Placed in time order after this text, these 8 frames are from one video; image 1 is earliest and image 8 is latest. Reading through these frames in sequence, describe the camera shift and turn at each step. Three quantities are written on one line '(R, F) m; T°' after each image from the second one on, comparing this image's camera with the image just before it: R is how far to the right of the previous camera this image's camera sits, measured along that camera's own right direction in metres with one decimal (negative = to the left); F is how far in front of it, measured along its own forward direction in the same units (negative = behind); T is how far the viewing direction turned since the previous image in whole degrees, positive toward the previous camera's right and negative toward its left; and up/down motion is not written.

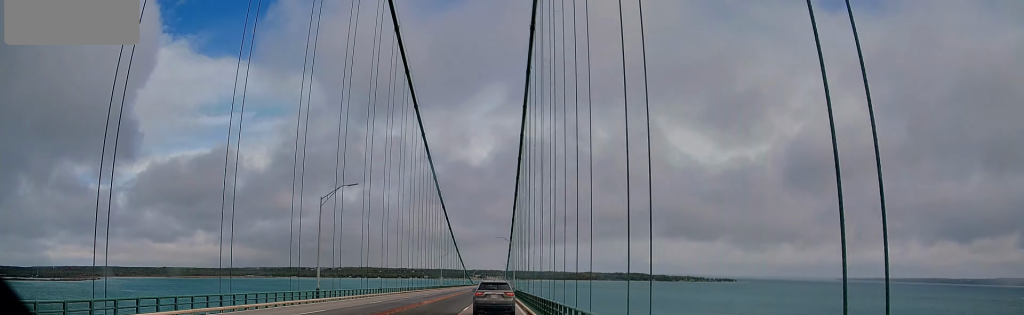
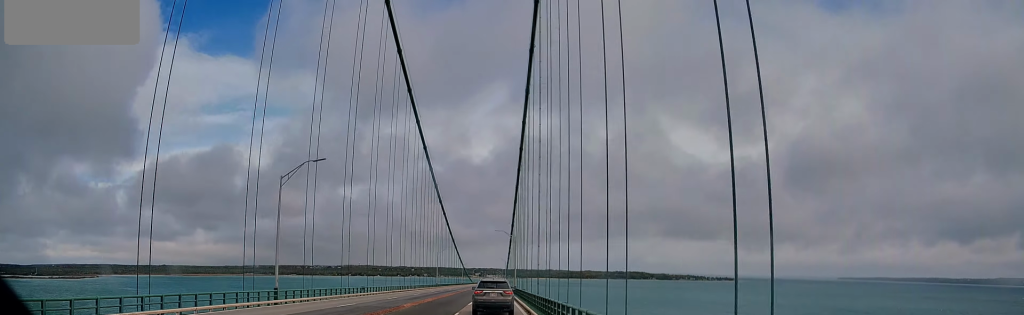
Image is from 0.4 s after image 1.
(+0.1, +7.6) m; 0°
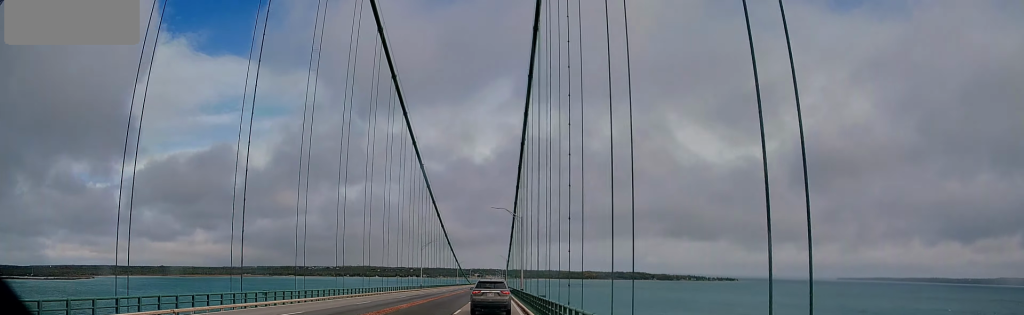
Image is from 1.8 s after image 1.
(-0.3, +24.4) m; -2°
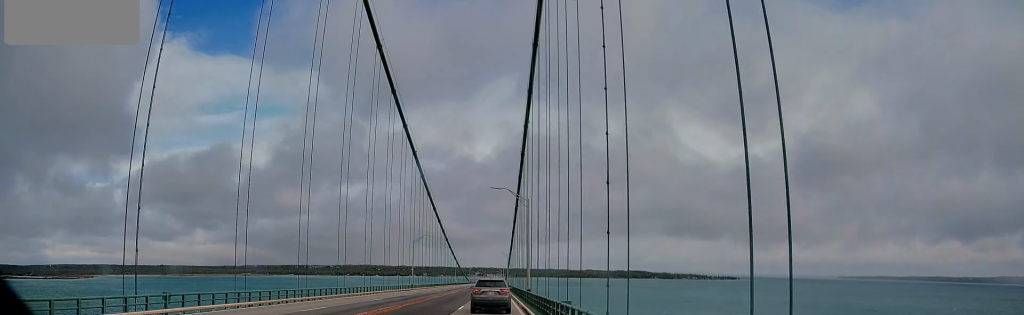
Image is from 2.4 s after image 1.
(-0.3, +11.1) m; 0°
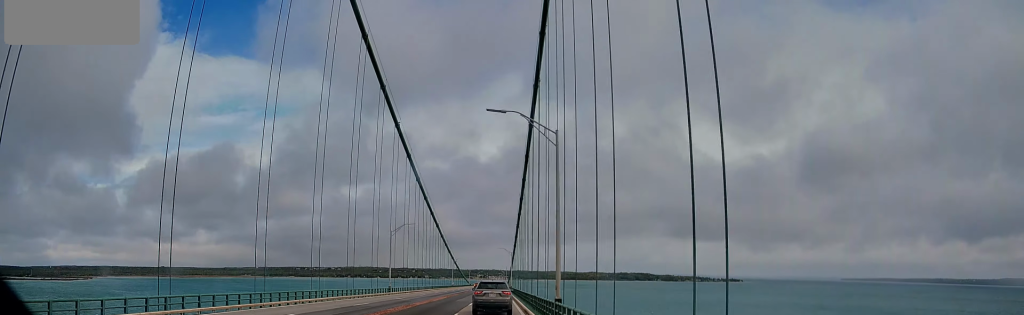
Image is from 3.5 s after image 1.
(+0.4, +20.1) m; +1°
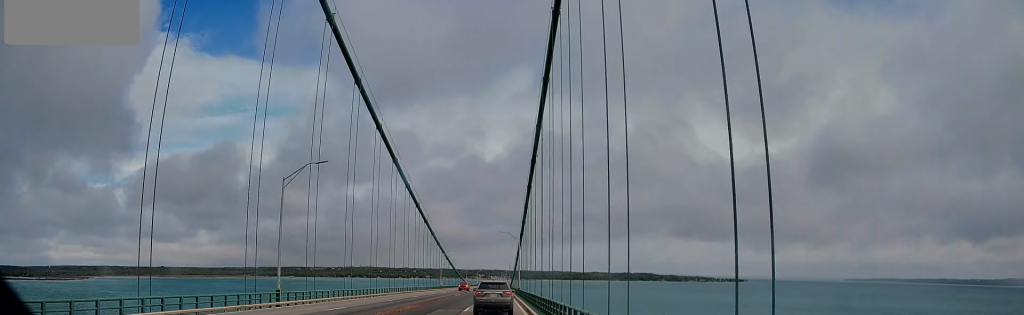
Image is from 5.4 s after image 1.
(+0.1, +36.6) m; +1°
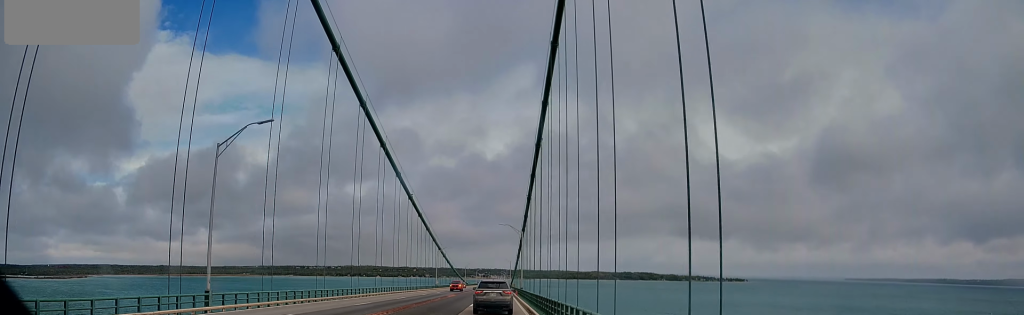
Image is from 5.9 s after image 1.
(0.0, +9.7) m; 0°
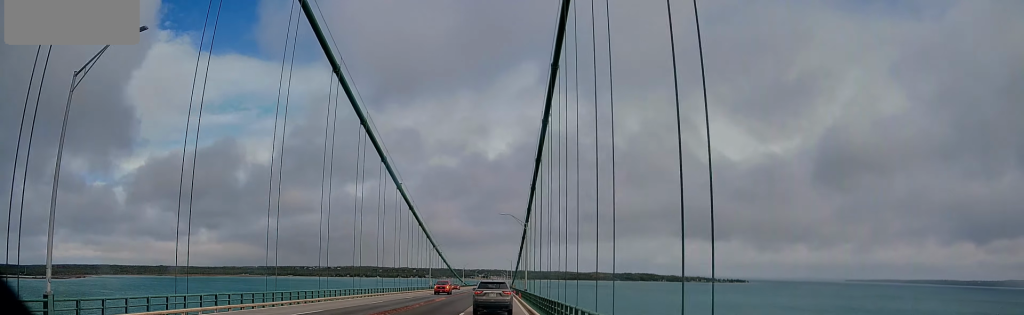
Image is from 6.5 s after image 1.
(+0.1, +10.9) m; -1°
